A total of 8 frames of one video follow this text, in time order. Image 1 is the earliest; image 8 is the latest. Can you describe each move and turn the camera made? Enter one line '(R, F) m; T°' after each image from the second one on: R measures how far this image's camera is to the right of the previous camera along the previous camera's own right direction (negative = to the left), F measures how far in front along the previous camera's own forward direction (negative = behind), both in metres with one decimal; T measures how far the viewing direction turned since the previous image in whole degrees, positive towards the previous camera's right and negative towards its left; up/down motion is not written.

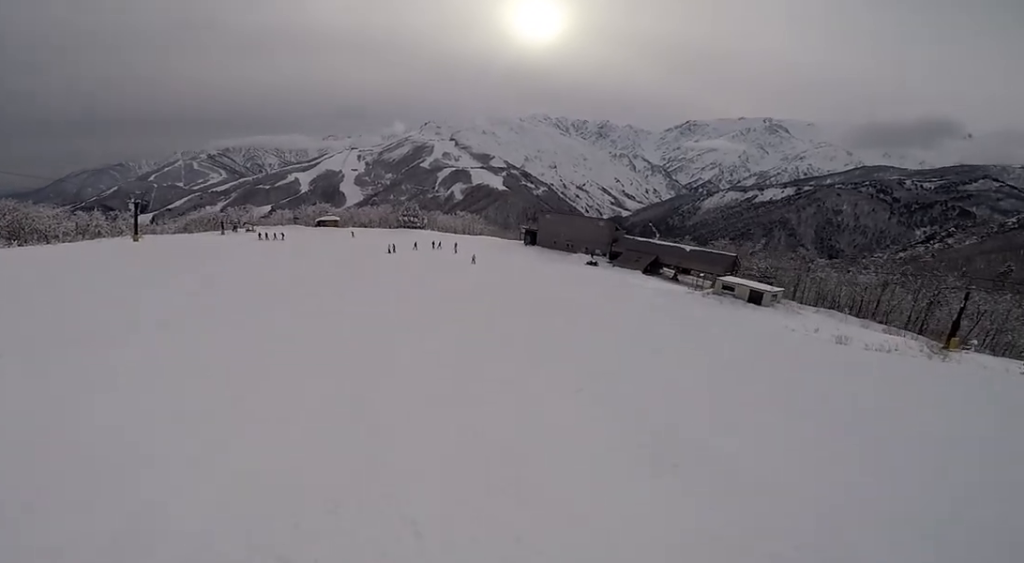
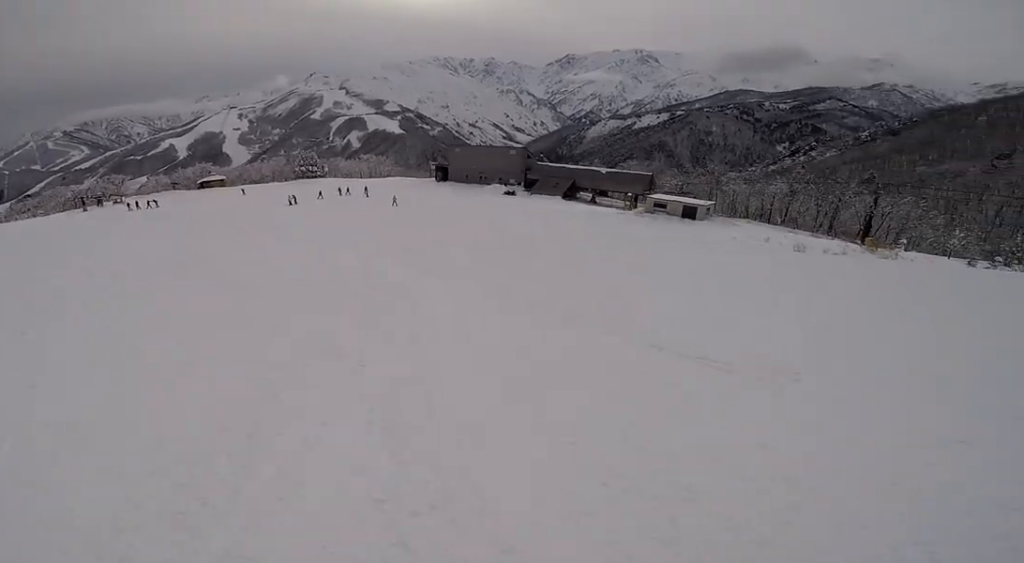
(+0.6, +7.1) m; 0°
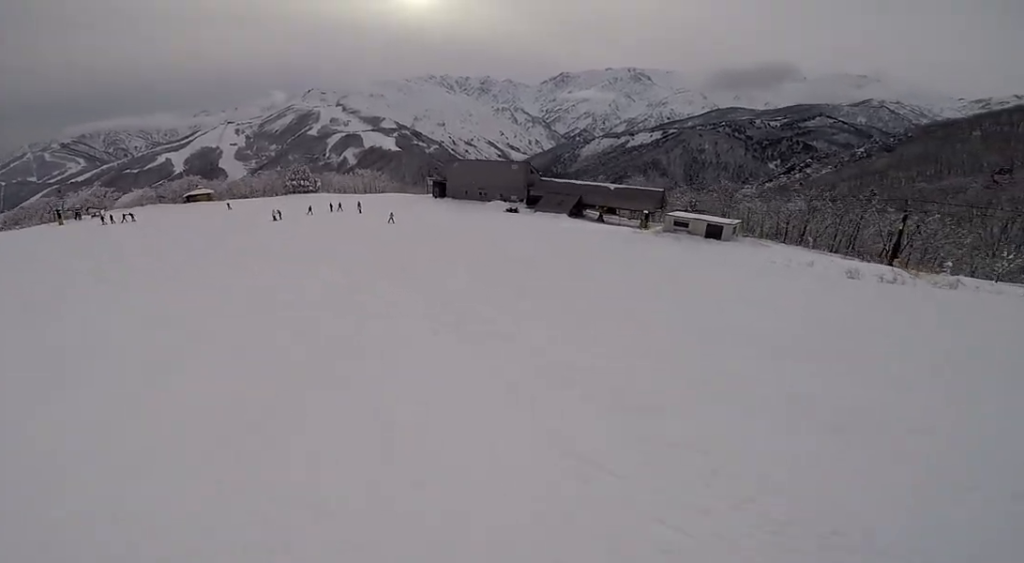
(-0.4, +5.7) m; +1°
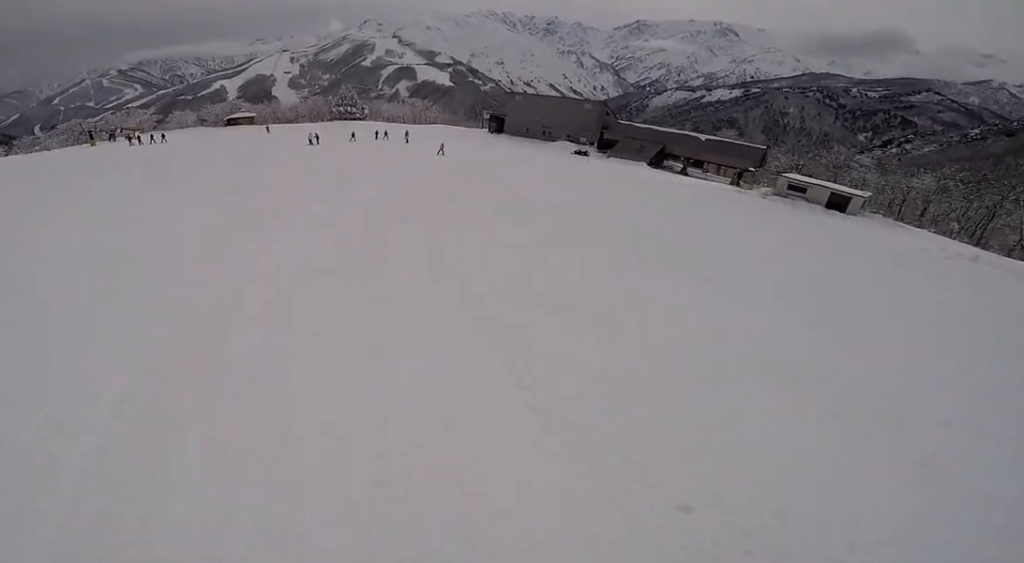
(-0.1, +6.5) m; +5°
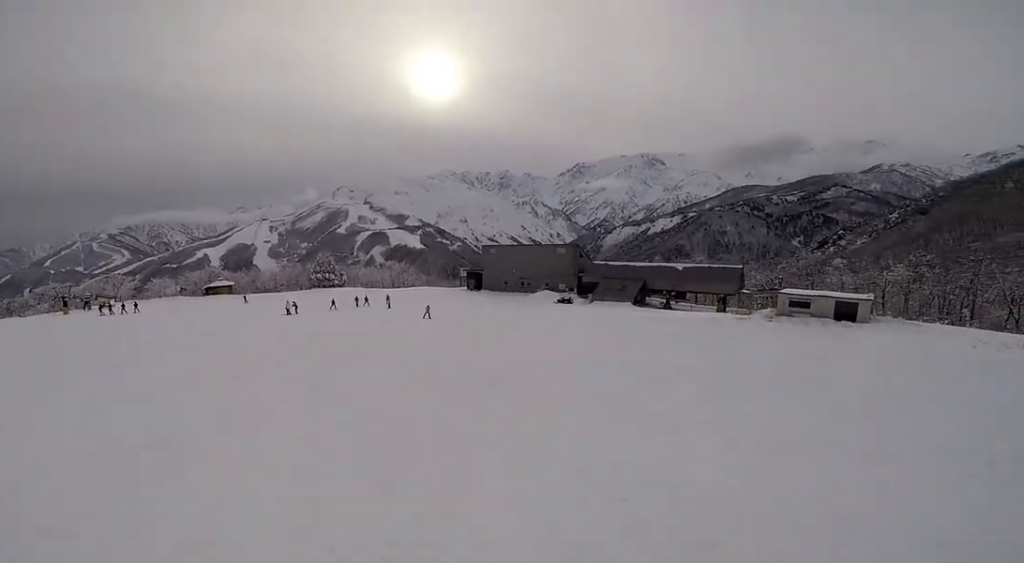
(+0.1, +4.7) m; +8°
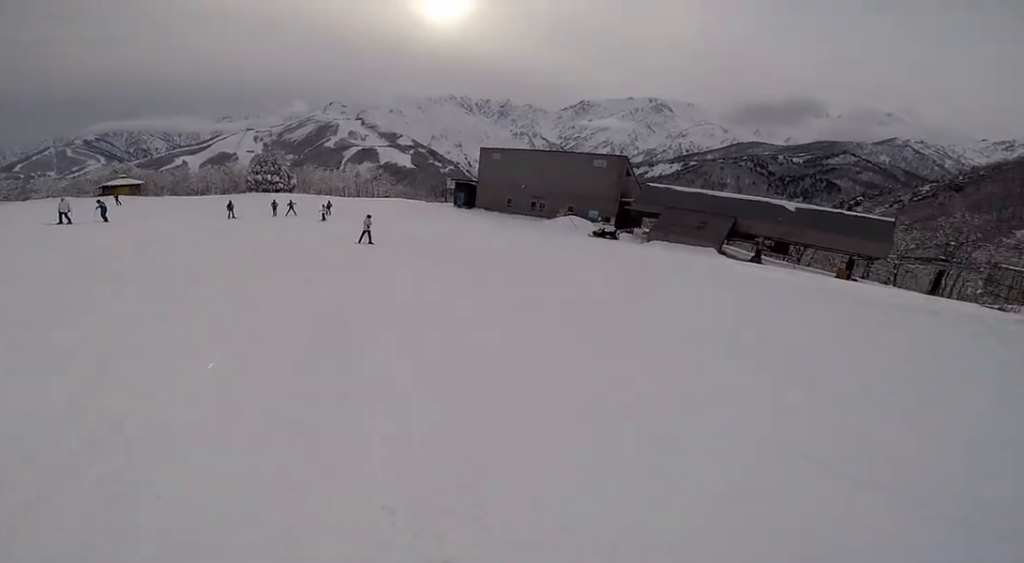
(+2.3, +25.2) m; -1°
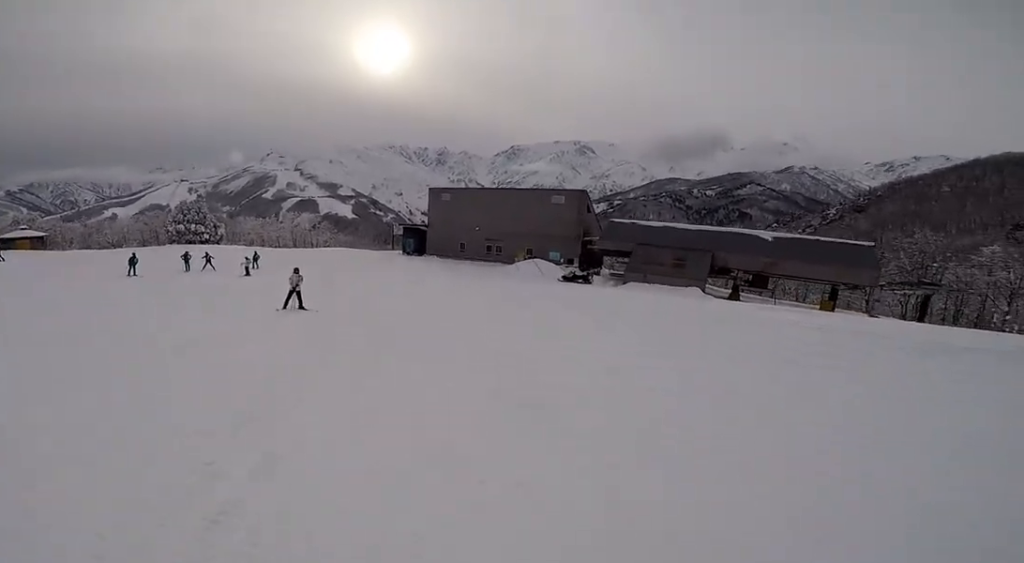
(+0.1, +6.9) m; +2°
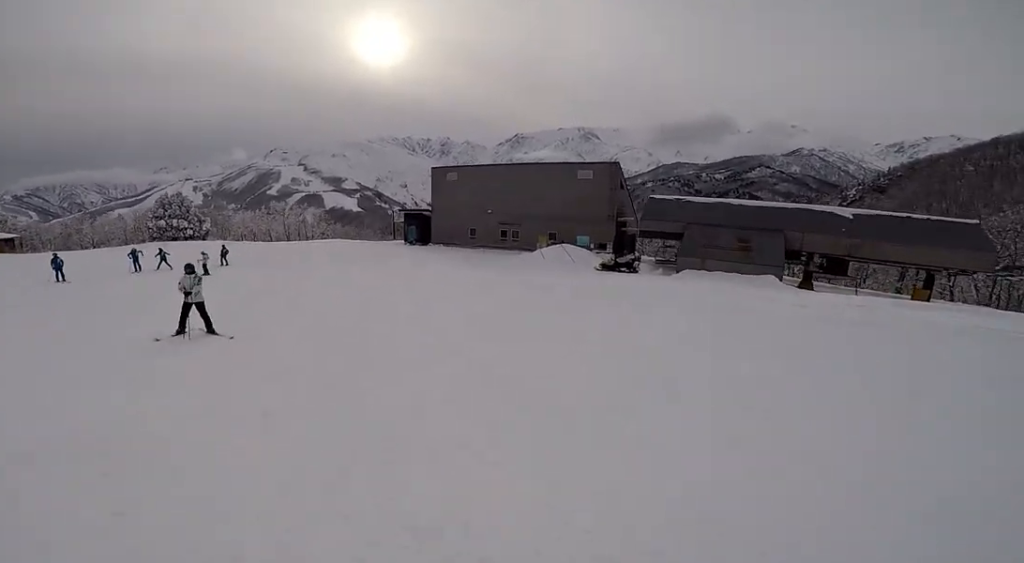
(+0.4, +6.9) m; -1°
